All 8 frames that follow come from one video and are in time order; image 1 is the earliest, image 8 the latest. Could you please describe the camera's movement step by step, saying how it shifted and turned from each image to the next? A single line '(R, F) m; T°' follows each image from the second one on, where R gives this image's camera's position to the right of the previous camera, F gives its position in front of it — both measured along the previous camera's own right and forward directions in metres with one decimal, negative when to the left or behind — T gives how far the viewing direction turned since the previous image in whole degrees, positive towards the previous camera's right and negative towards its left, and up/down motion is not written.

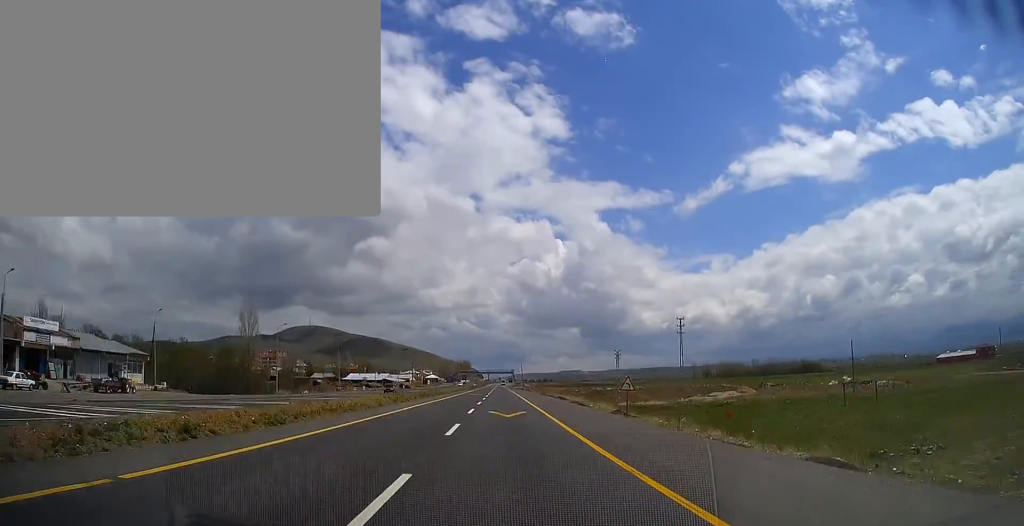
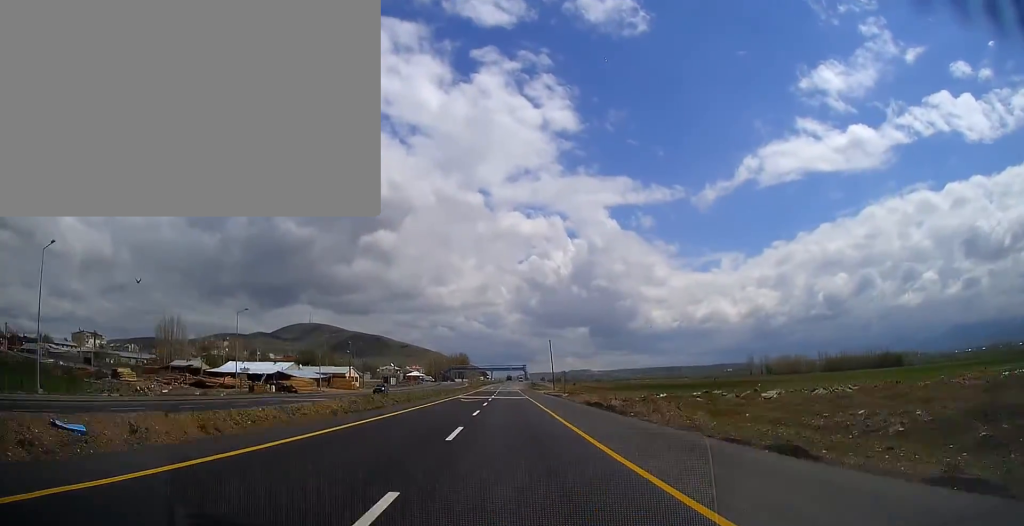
(+0.1, +119.8) m; 0°
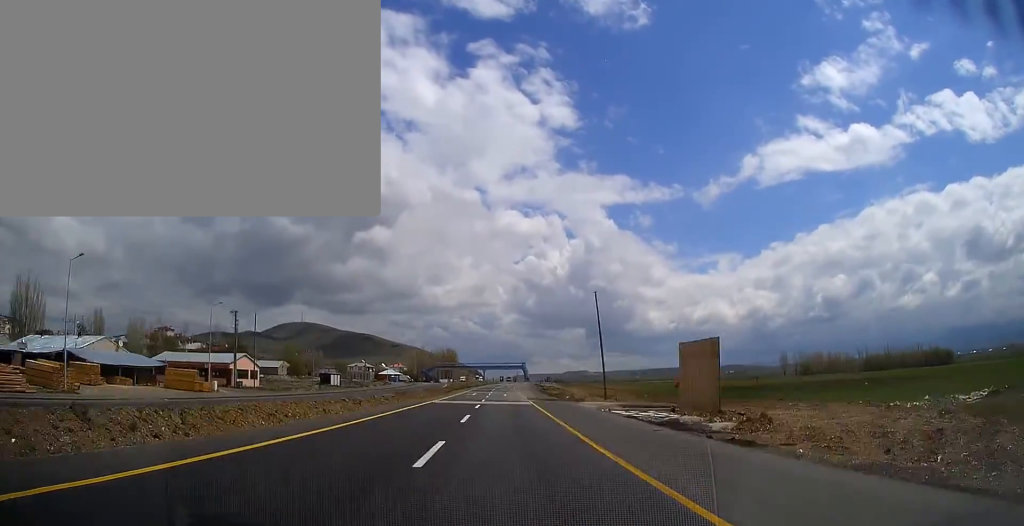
(-0.1, +65.5) m; 0°
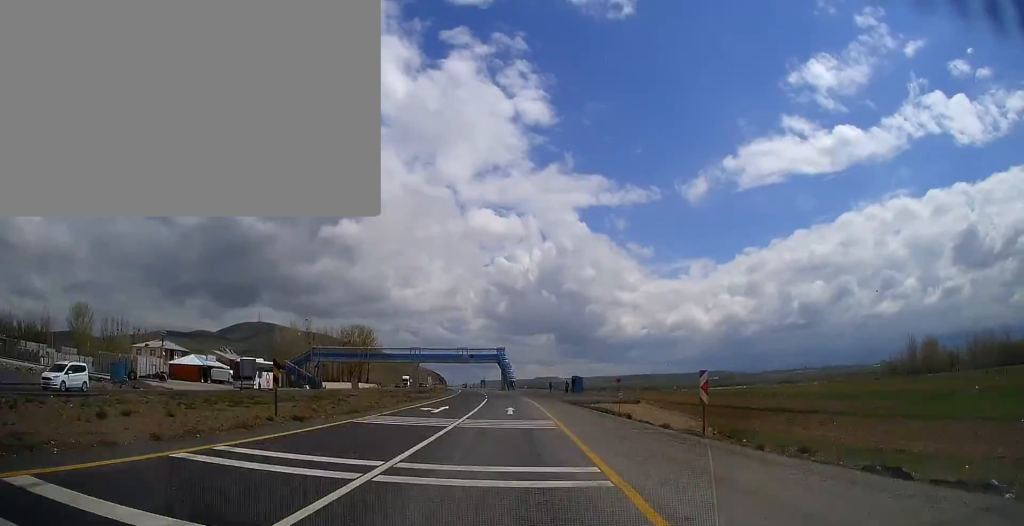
(+3.0, +161.2) m; 0°
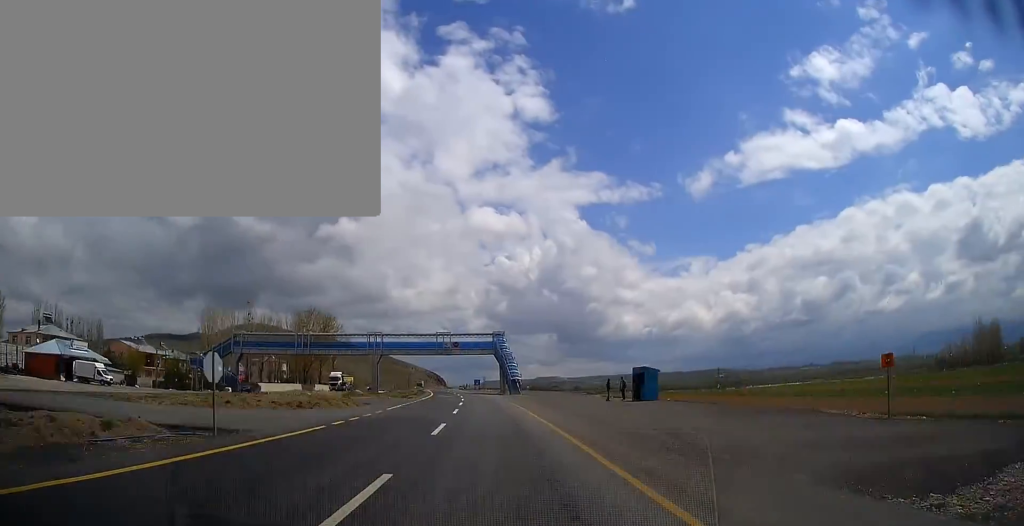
(+1.3, +44.0) m; -1°
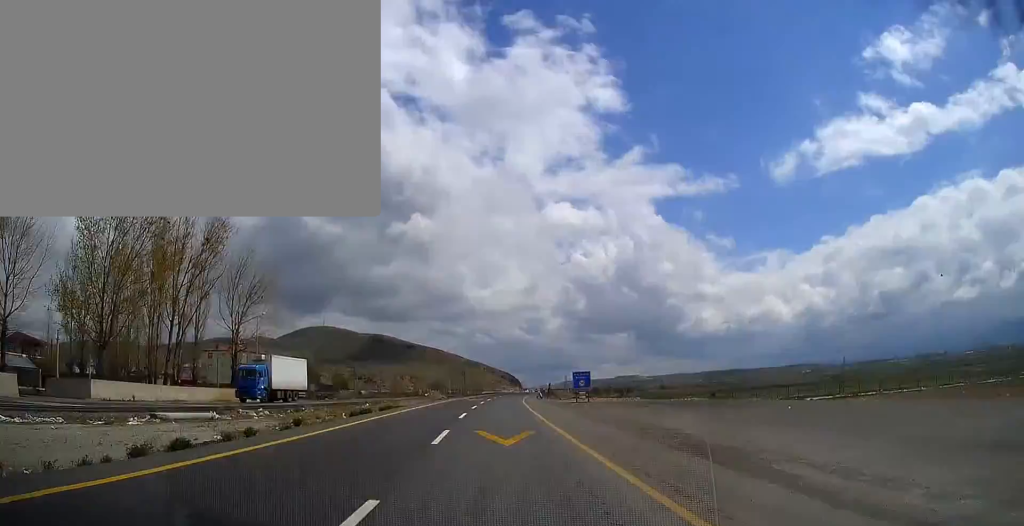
(-4.4, +96.3) m; -2°
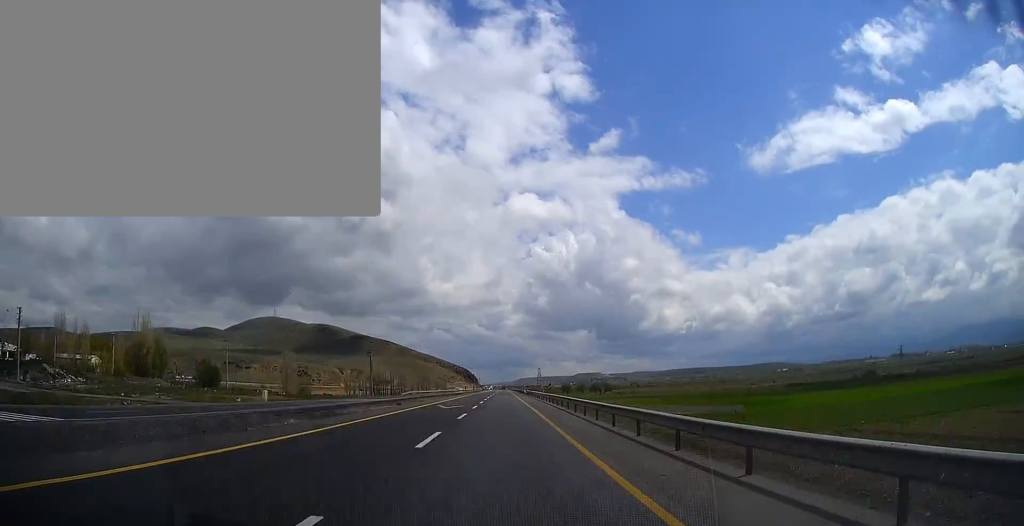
(+1.5, +122.5) m; +1°
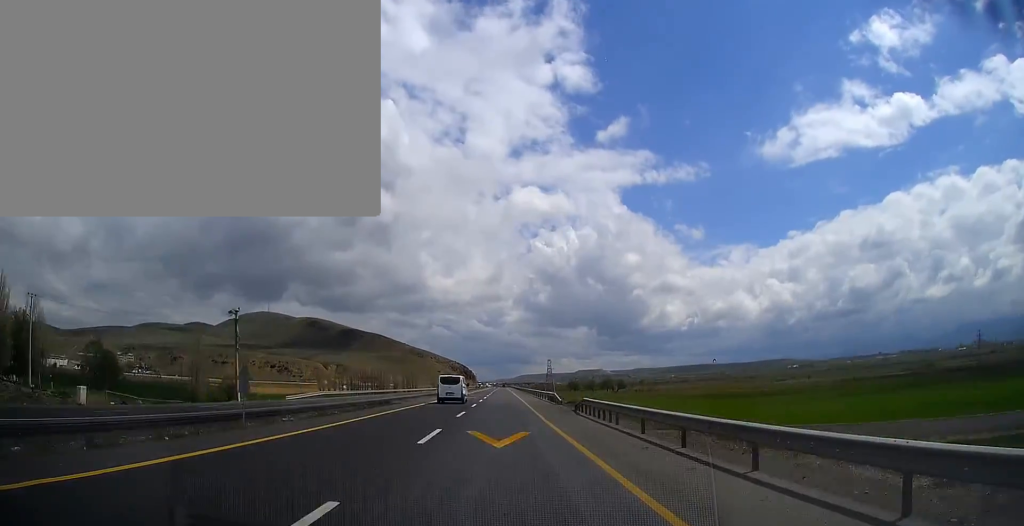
(+0.8, +72.0) m; 0°
